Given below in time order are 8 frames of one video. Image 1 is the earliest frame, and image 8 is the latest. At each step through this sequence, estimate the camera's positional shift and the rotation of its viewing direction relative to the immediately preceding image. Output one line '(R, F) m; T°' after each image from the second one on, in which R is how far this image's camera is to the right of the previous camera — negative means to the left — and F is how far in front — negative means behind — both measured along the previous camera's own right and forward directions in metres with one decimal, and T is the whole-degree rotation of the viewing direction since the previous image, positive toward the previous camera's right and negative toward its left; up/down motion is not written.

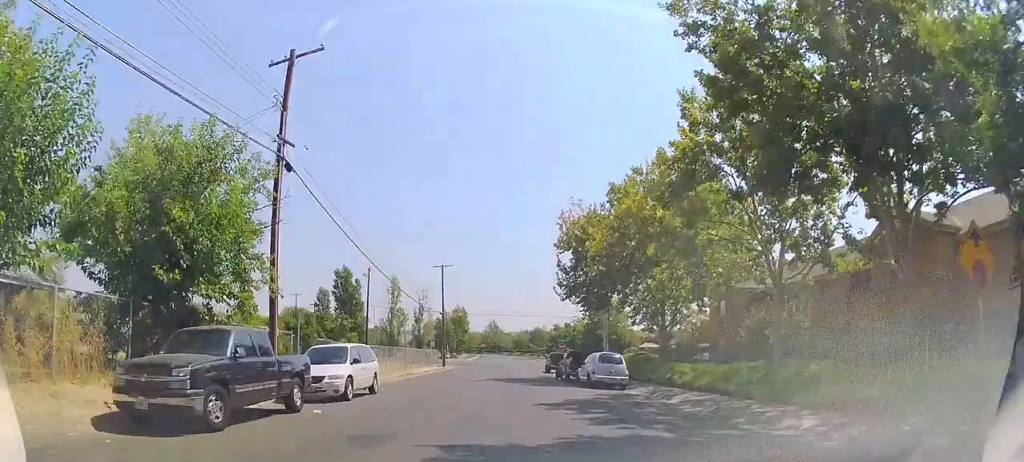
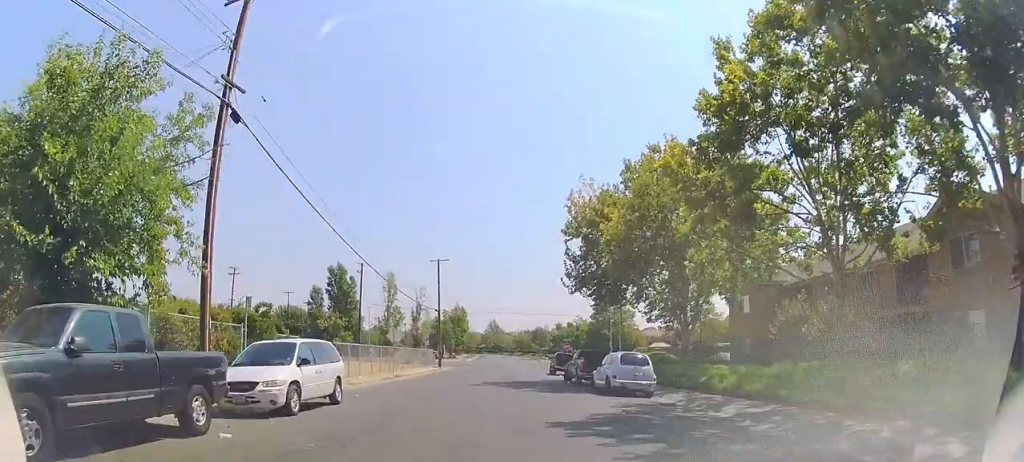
(0.0, +3.9) m; 0°
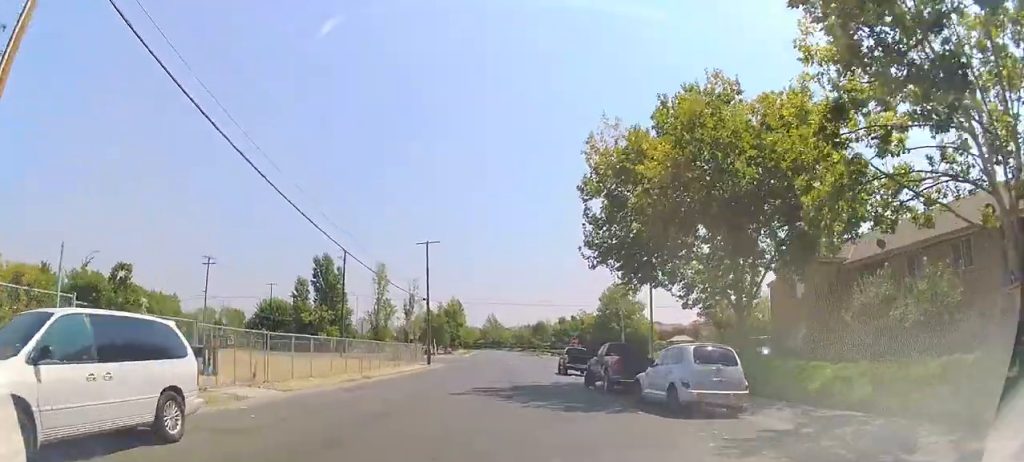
(0.0, +7.1) m; 0°
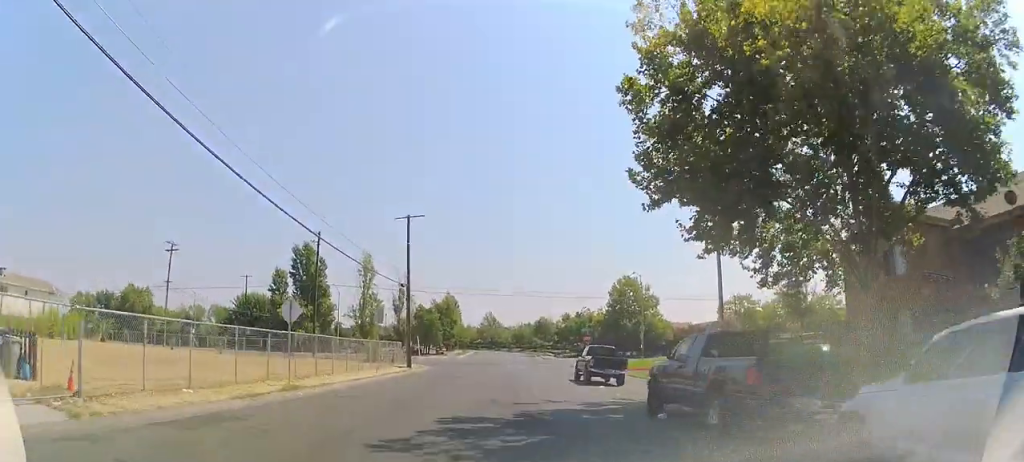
(0.0, +9.1) m; 0°
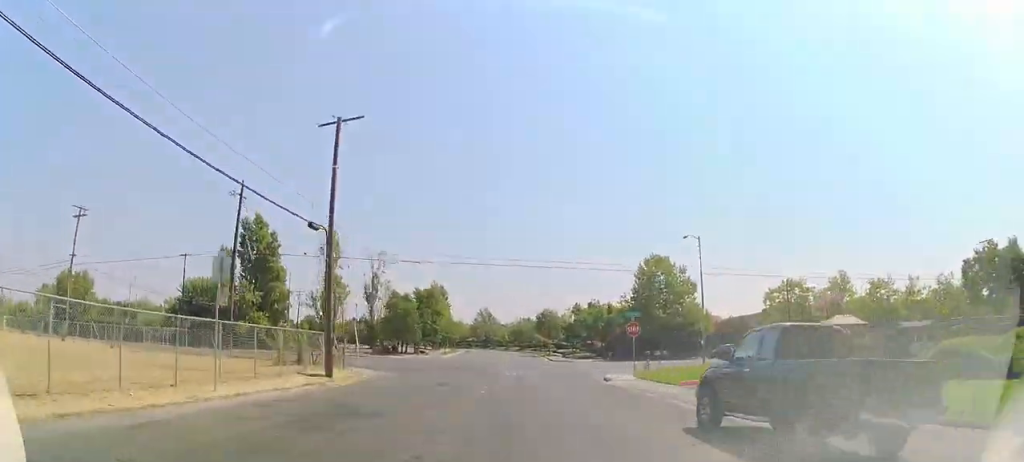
(0.0, +17.9) m; +2°
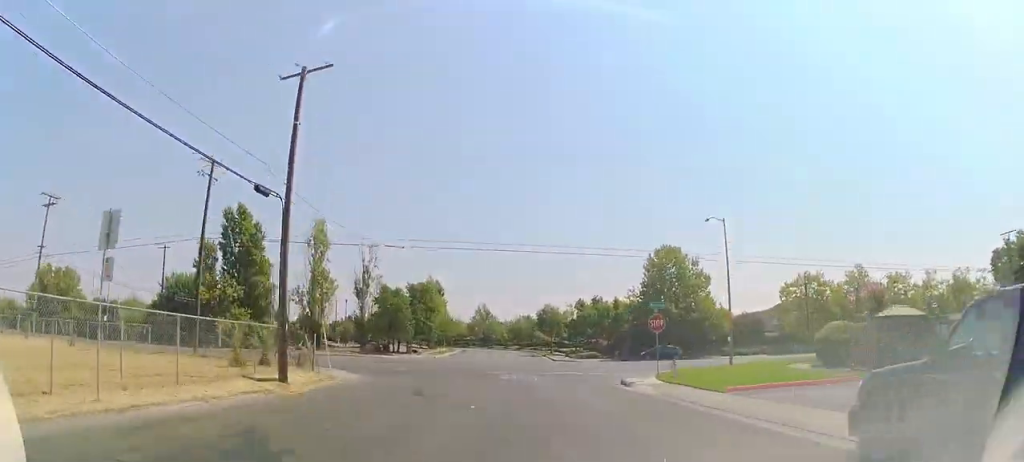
(+0.1, +4.9) m; +1°
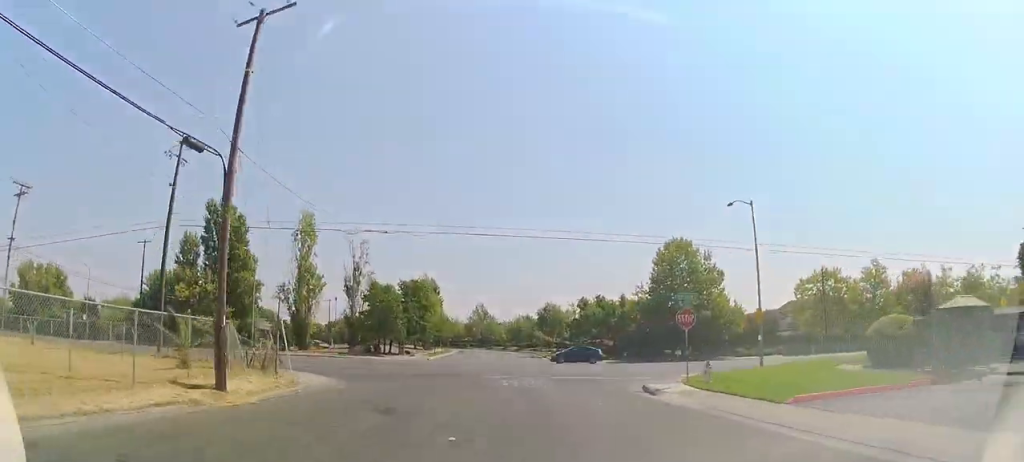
(+0.3, +4.4) m; 0°
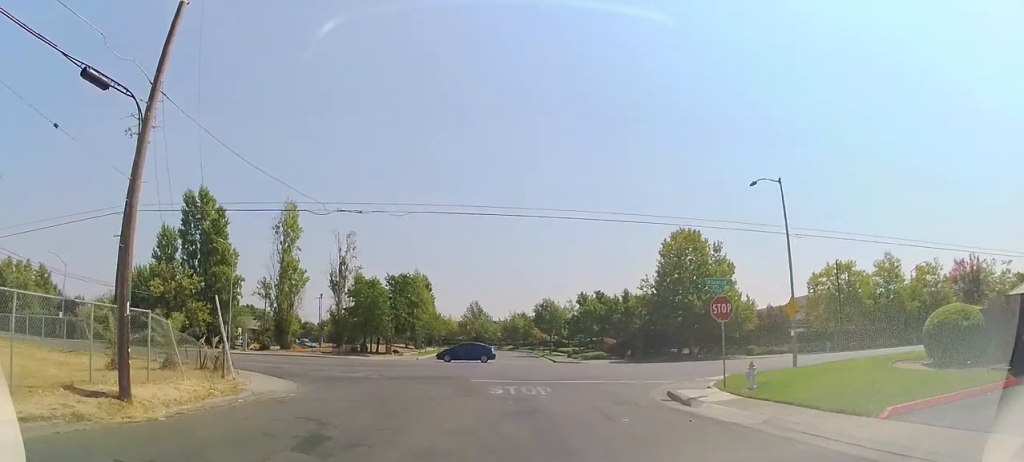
(+0.1, +4.3) m; 0°
